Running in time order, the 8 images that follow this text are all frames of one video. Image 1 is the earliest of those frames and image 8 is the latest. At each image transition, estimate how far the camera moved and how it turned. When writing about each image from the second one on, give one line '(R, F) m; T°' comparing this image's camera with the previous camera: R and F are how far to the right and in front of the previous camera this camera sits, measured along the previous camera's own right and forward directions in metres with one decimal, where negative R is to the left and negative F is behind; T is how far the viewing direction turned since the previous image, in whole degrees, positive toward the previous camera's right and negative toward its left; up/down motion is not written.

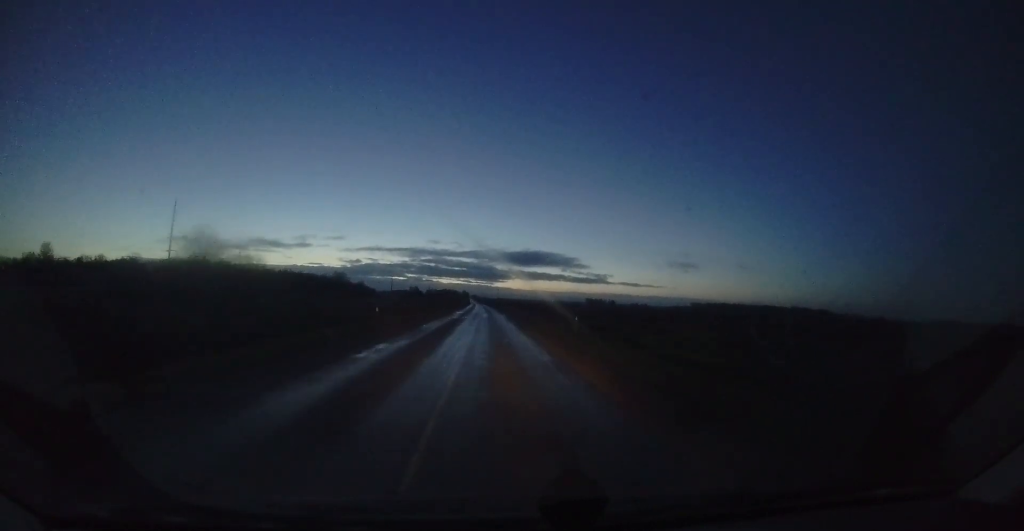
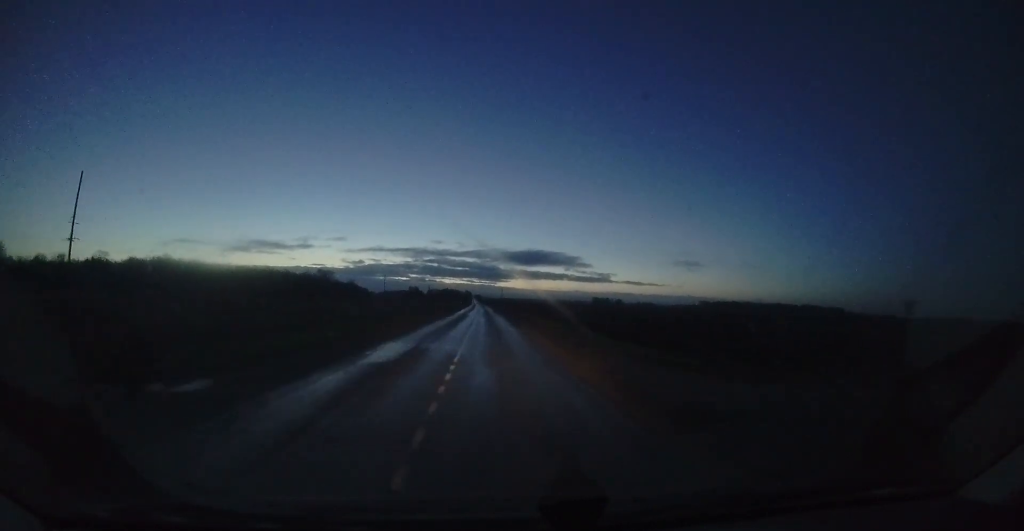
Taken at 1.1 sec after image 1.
(-0.7, +28.7) m; -2°
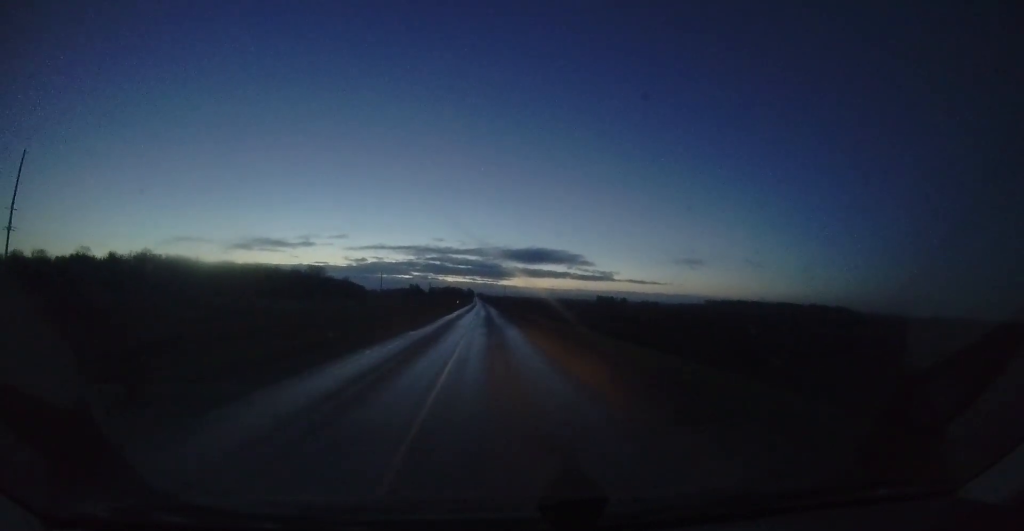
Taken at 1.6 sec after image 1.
(-0.1, +15.2) m; -1°
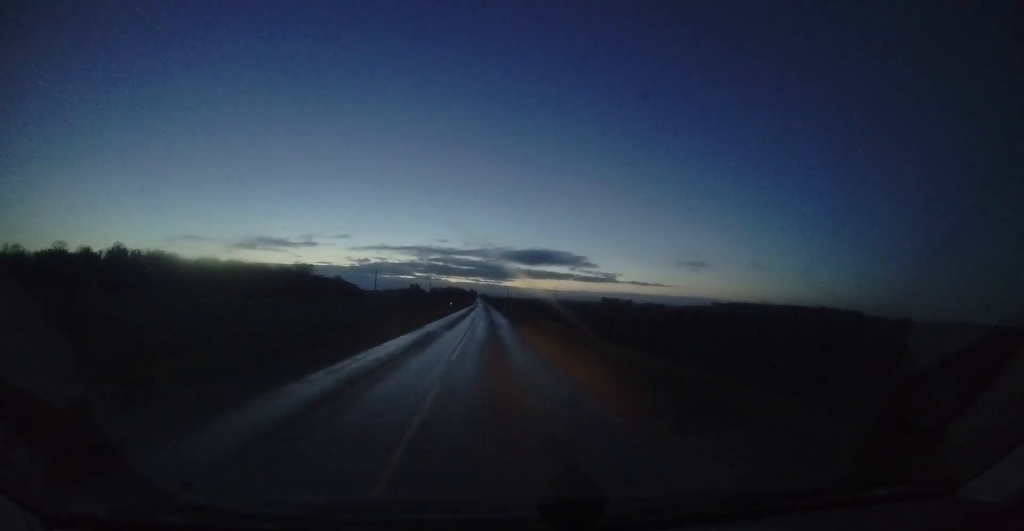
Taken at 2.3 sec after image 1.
(-0.3, +18.8) m; -1°
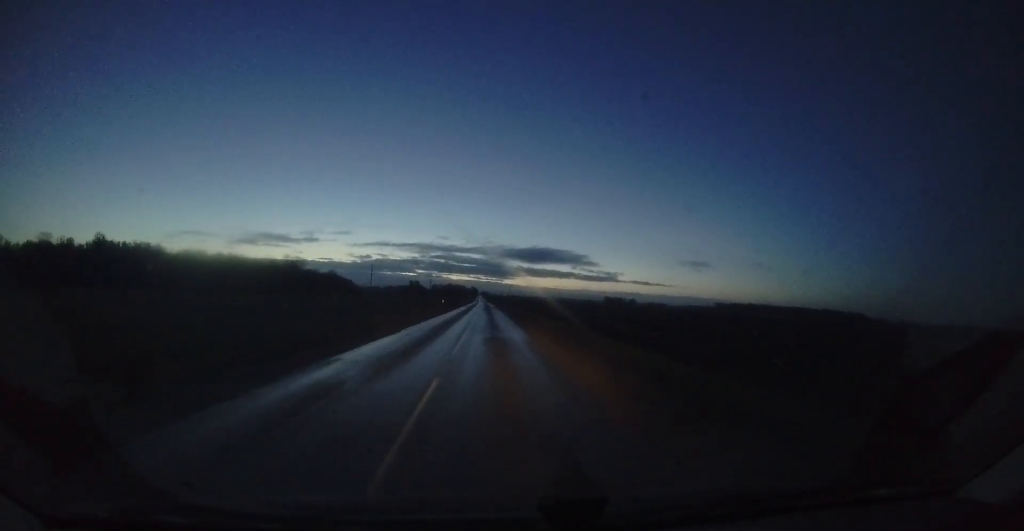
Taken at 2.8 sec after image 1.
(-0.1, +11.6) m; 0°
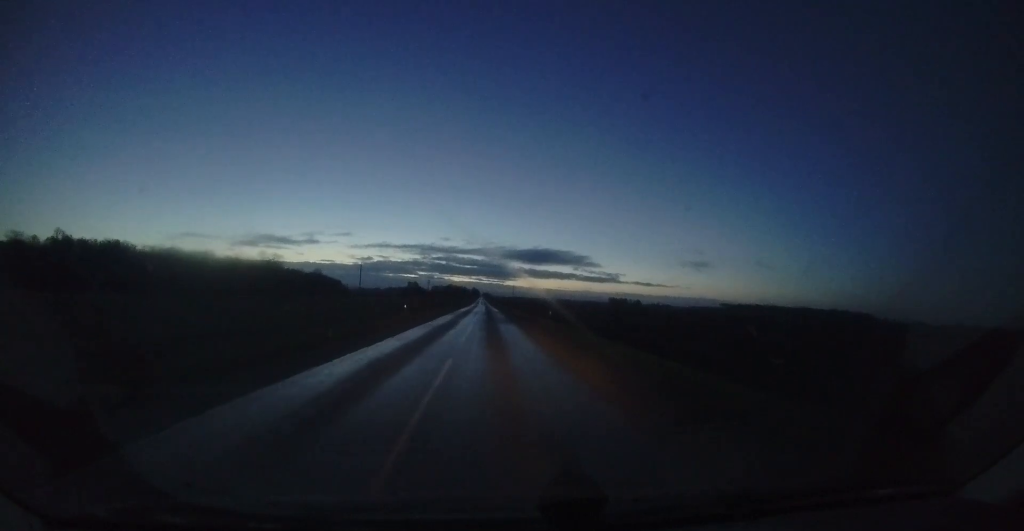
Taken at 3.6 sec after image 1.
(+0.2, +21.5) m; 0°
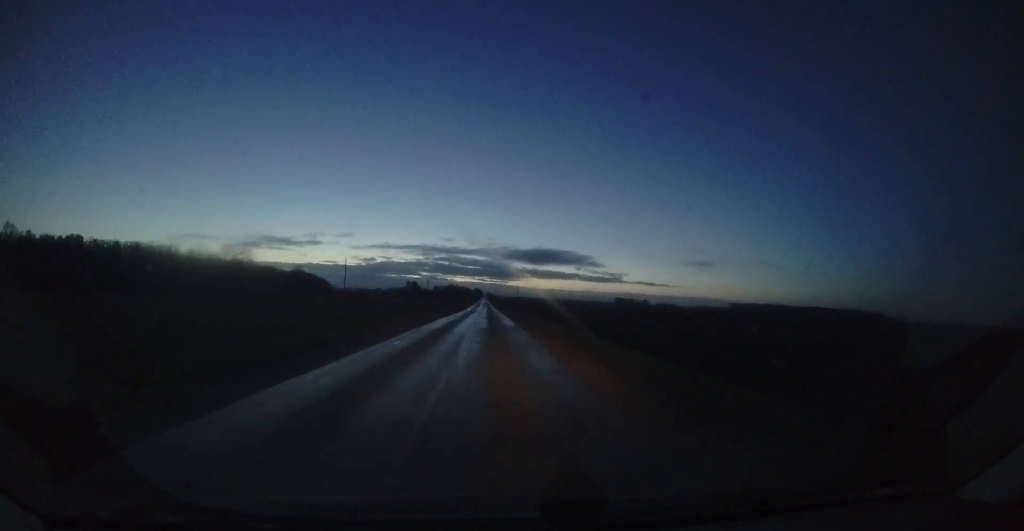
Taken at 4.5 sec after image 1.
(-0.1, +26.0) m; +1°
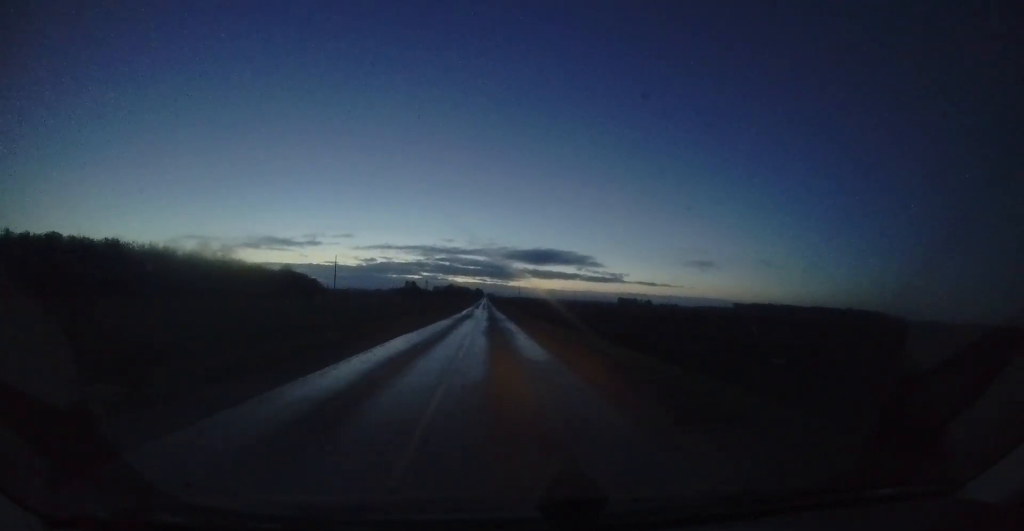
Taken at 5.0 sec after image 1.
(0.0, +12.6) m; 0°
